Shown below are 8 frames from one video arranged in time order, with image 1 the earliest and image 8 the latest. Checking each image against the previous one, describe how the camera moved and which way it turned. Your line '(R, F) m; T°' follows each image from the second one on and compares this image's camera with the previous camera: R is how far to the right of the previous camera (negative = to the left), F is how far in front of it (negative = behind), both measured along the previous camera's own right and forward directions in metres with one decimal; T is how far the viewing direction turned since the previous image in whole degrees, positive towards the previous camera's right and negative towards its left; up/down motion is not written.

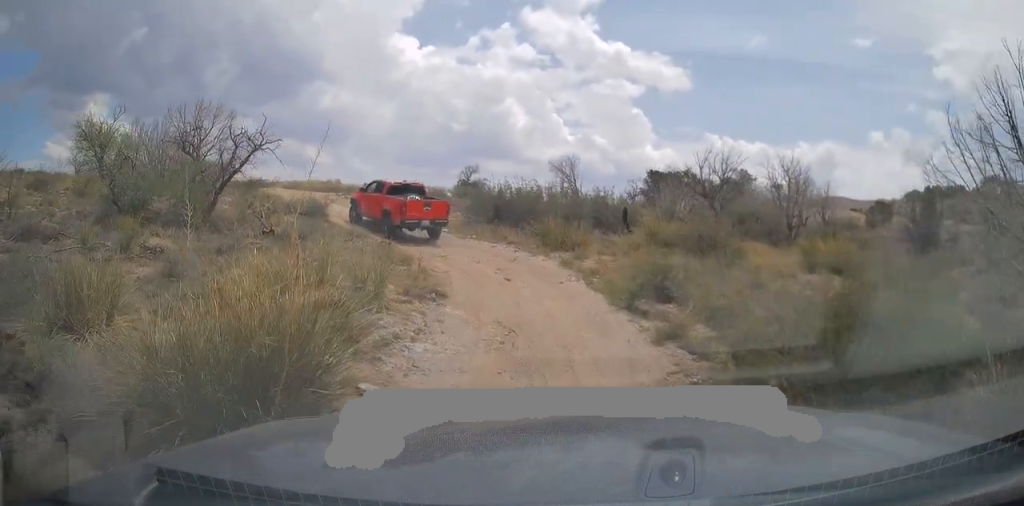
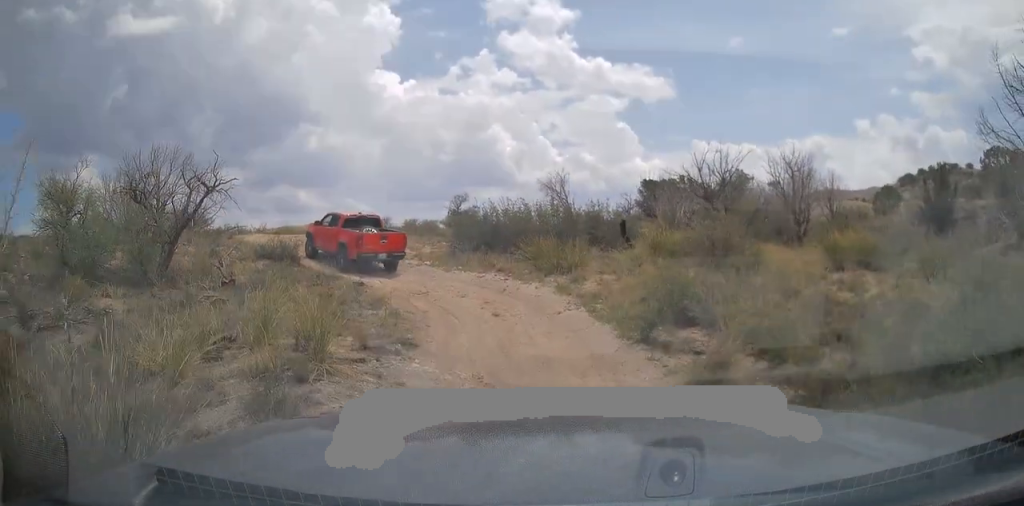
(-0.1, +2.0) m; -2°
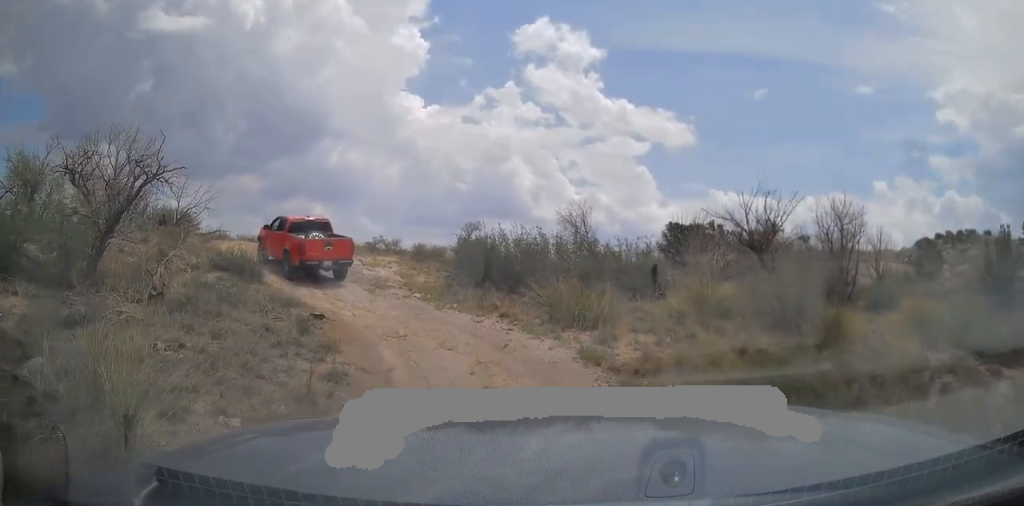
(0.0, +3.4) m; -1°
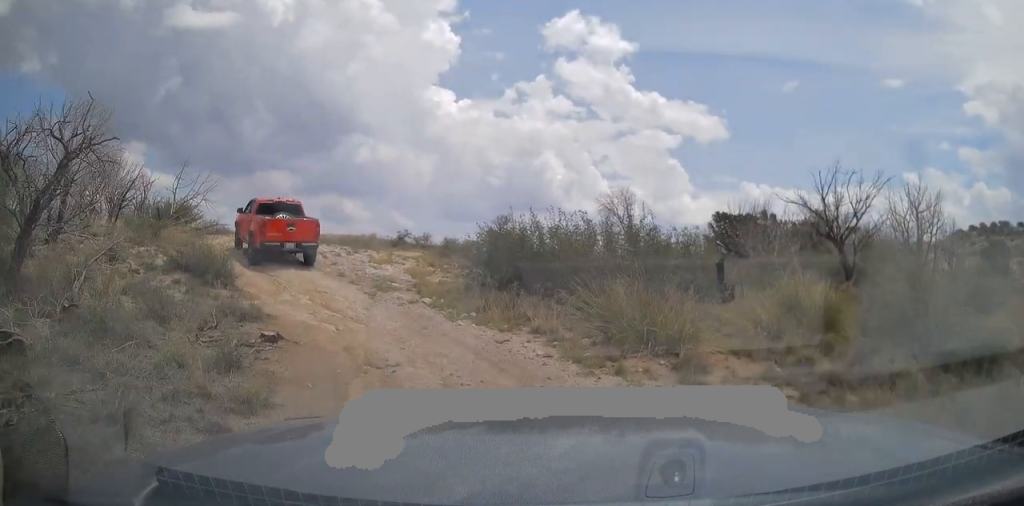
(-0.1, +3.6) m; -3°
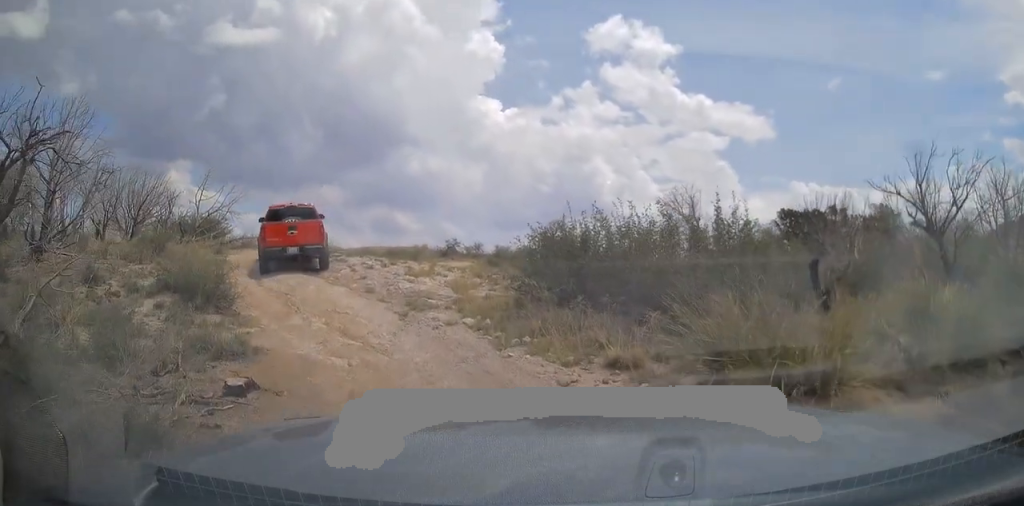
(-0.1, +2.8) m; -2°
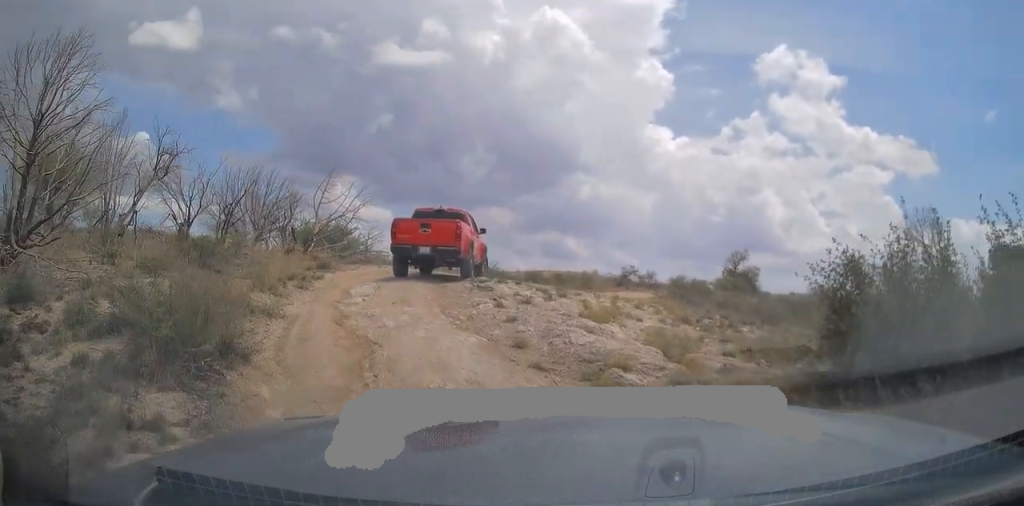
(0.0, +6.2) m; -9°
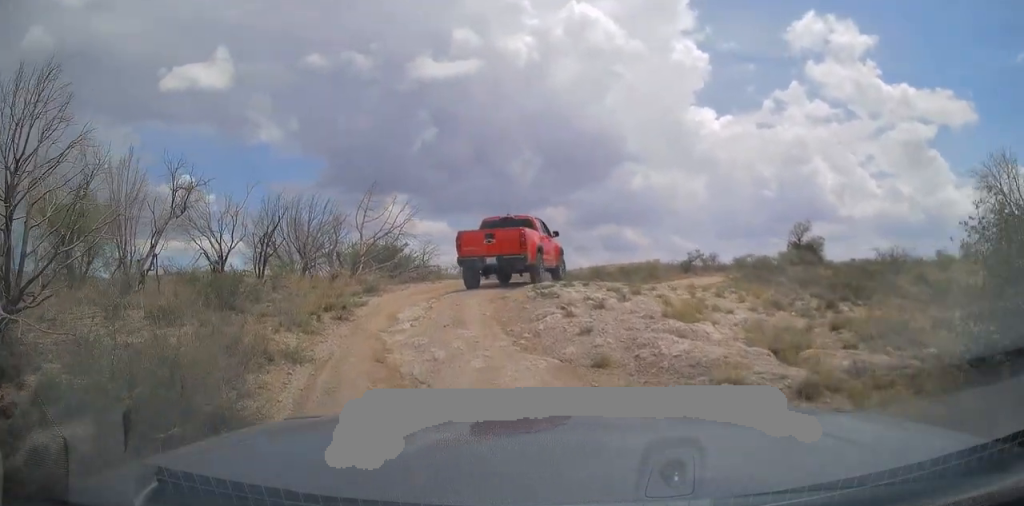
(0.0, +1.6) m; -7°
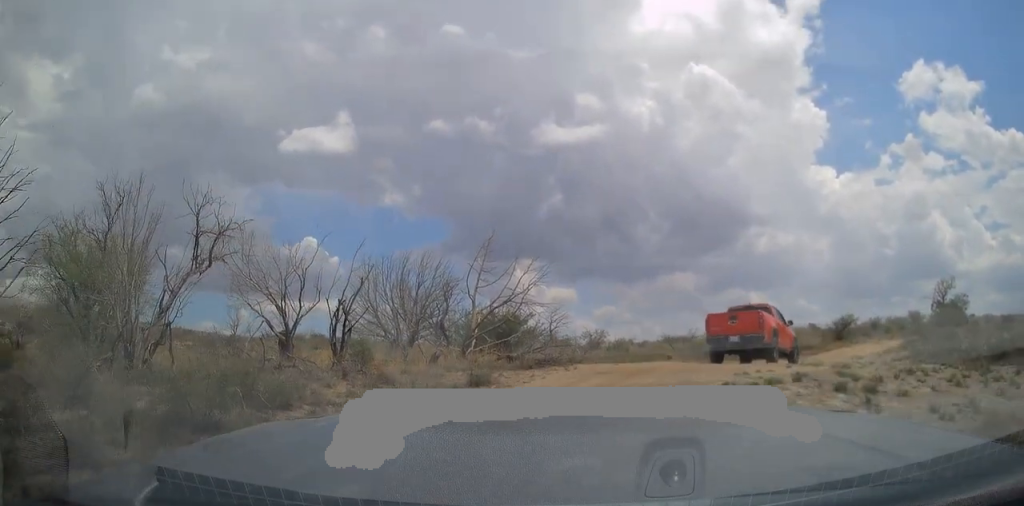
(-1.0, +4.9) m; -25°
